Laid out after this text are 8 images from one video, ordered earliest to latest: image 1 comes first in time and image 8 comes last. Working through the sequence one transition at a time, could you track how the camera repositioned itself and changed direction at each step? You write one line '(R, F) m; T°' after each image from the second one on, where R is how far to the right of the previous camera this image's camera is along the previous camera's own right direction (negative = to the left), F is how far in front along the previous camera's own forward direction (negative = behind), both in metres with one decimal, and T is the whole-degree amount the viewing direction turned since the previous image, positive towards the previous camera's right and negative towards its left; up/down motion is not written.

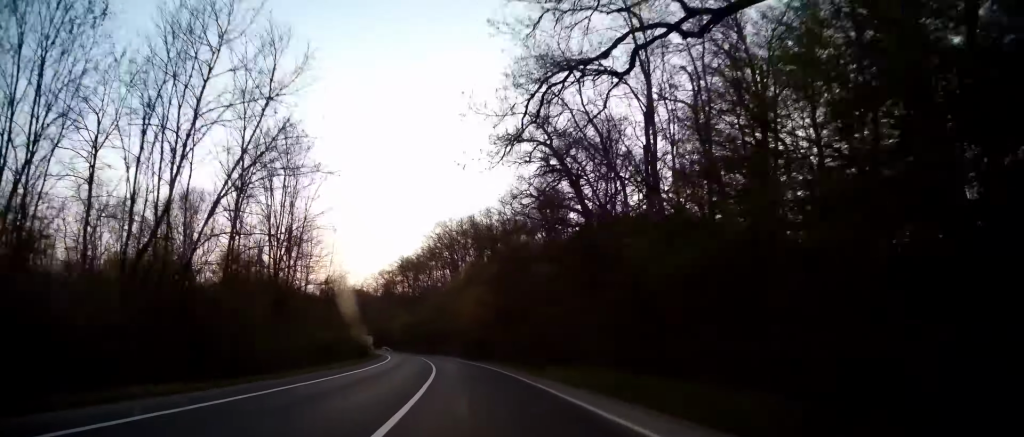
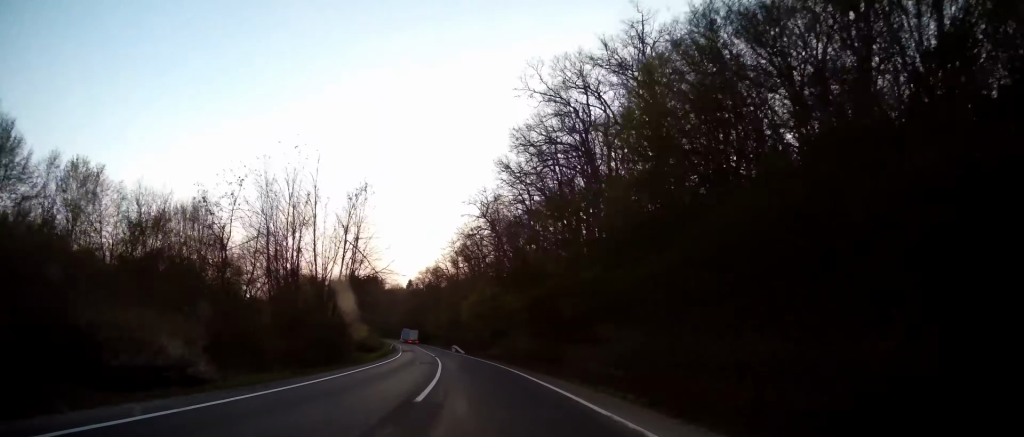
(-5.8, +64.8) m; -12°
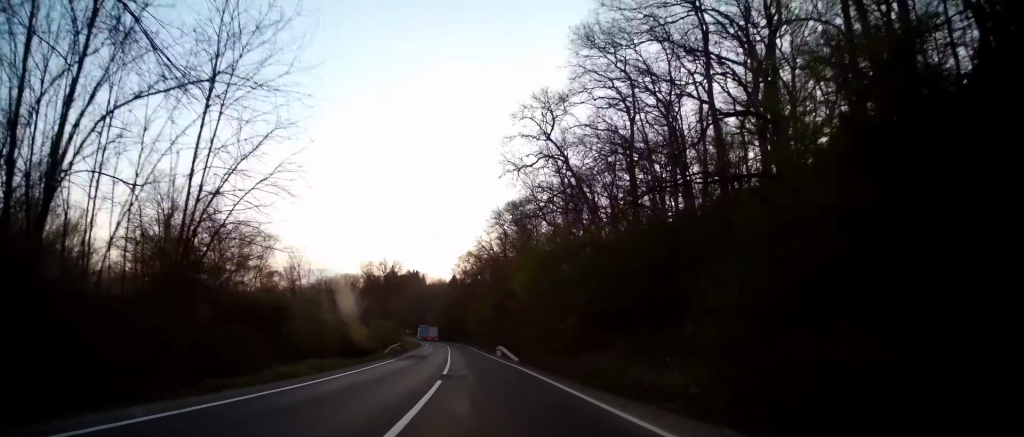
(-1.9, +33.0) m; -6°
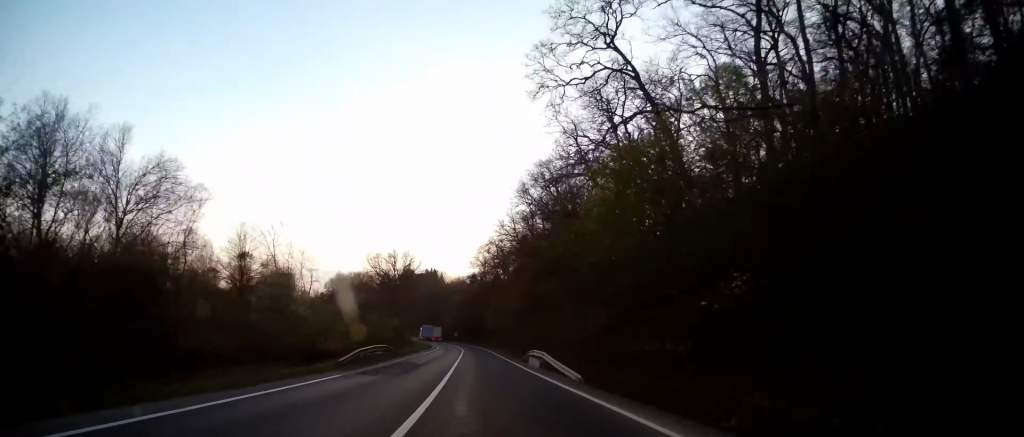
(-0.5, +18.1) m; -3°
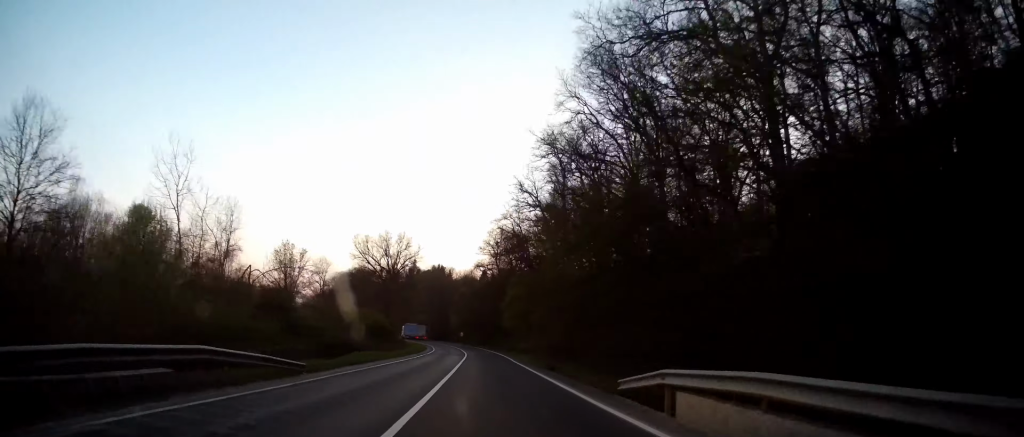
(-0.7, +25.1) m; -3°
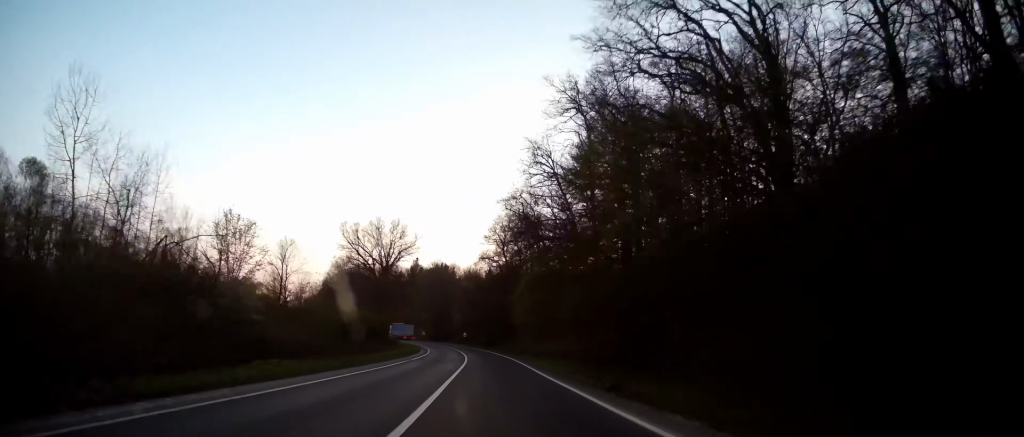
(-0.4, +13.9) m; -1°
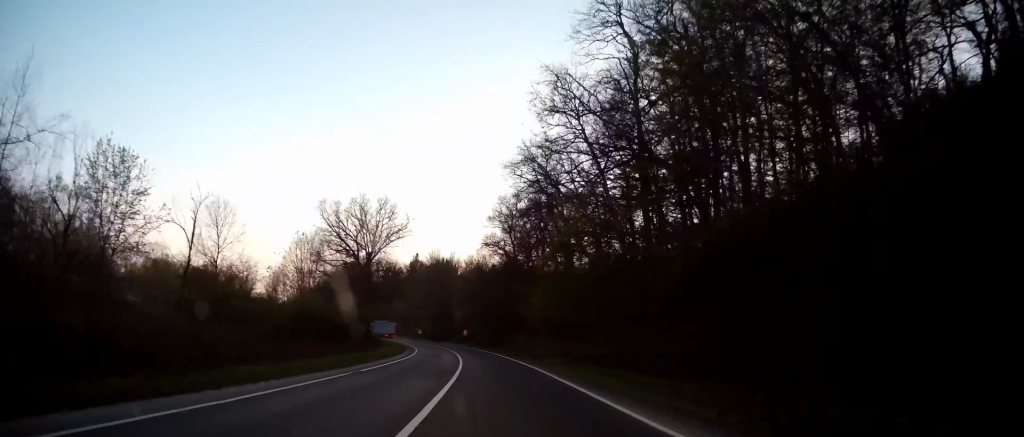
(0.0, +15.7) m; 0°
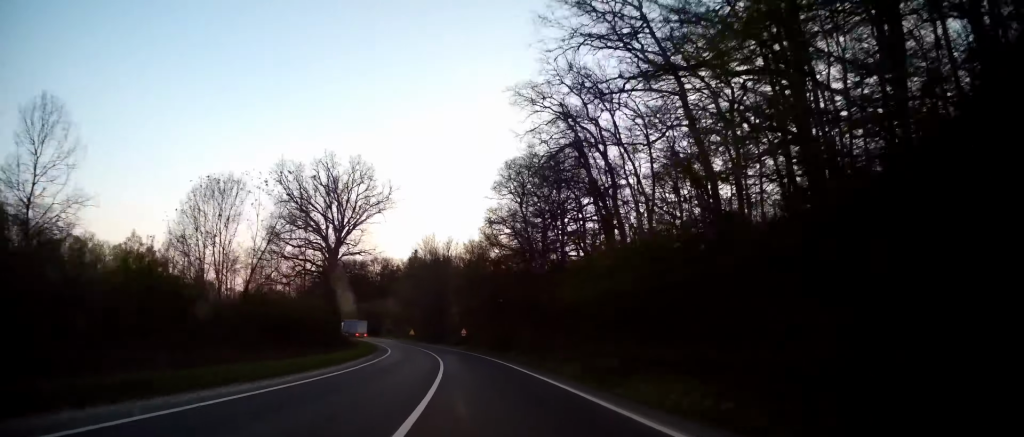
(+0.1, +20.9) m; 0°
